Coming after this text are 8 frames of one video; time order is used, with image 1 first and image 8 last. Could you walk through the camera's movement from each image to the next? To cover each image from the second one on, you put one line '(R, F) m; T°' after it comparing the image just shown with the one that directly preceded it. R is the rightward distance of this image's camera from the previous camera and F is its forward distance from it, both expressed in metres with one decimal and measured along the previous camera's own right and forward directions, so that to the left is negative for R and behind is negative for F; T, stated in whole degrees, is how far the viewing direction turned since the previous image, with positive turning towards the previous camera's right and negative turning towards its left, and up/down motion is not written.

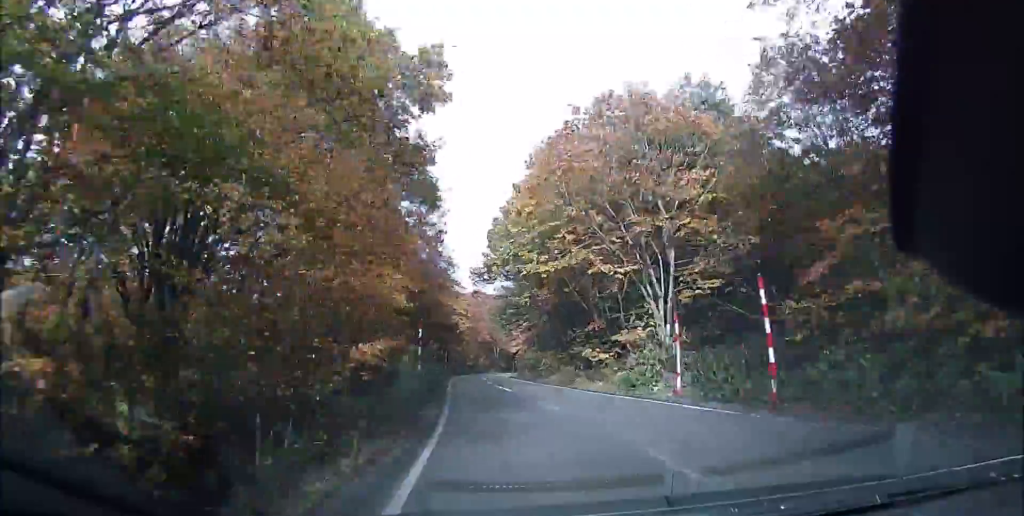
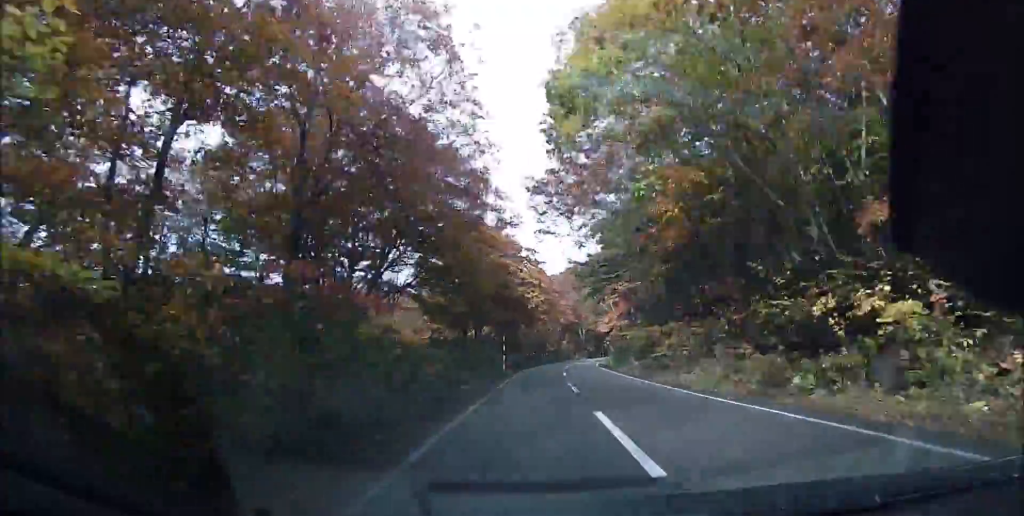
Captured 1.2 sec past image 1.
(-0.7, +16.2) m; -6°
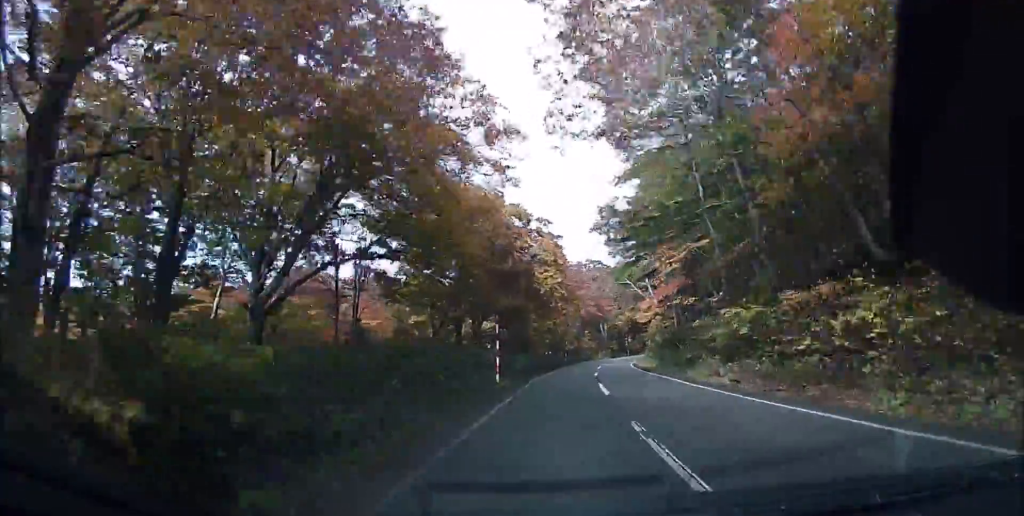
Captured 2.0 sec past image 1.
(-0.8, +10.8) m; -3°
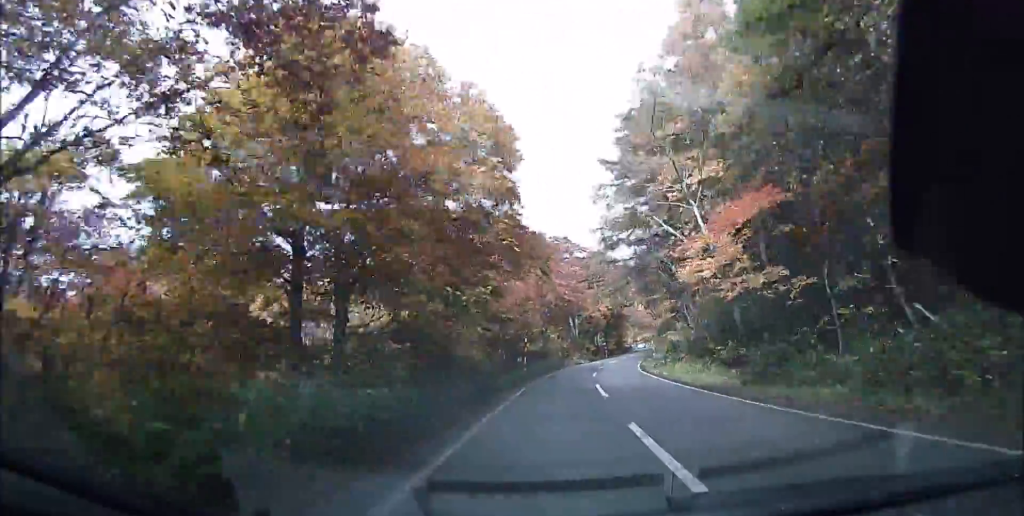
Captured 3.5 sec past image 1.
(-0.9, +20.0) m; -2°
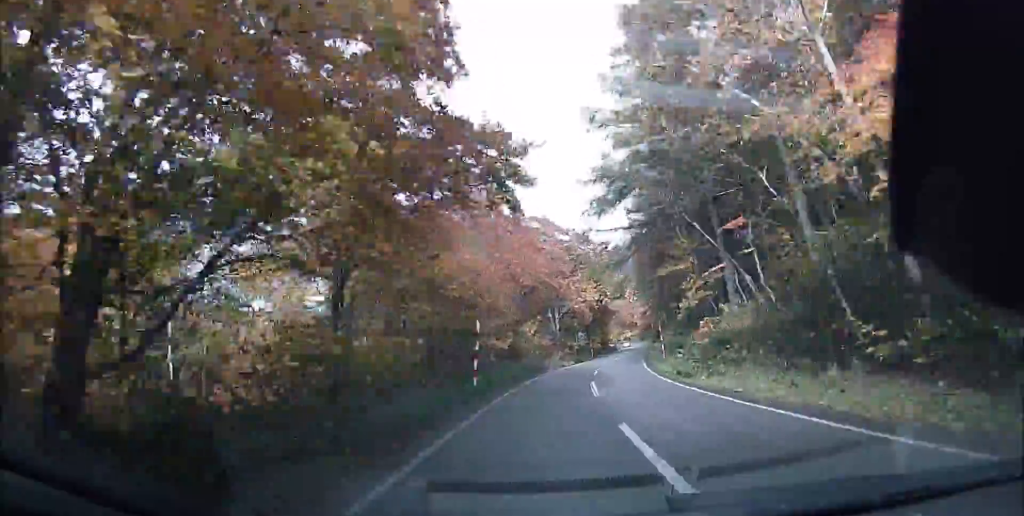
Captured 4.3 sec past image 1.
(-0.2, +10.0) m; +1°
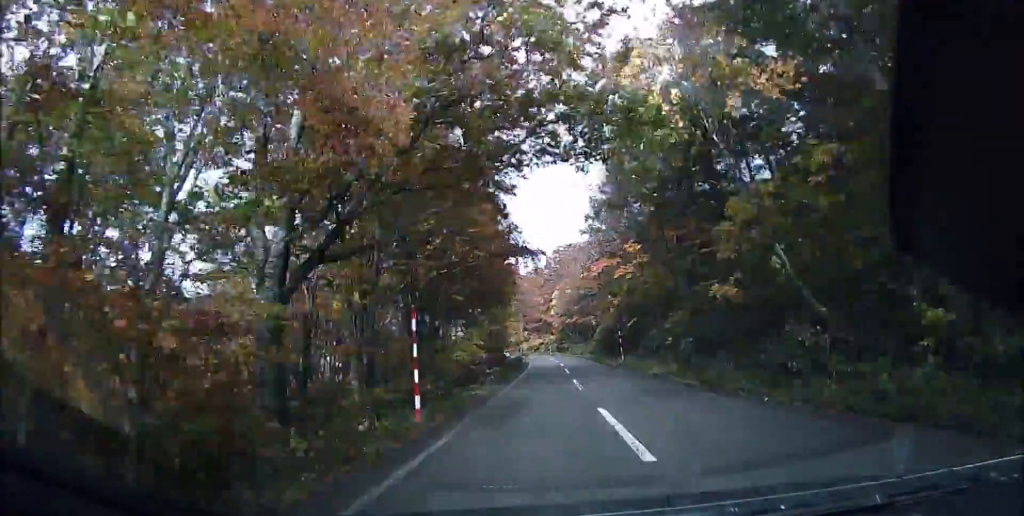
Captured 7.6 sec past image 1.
(+4.7, +47.2) m; +3°
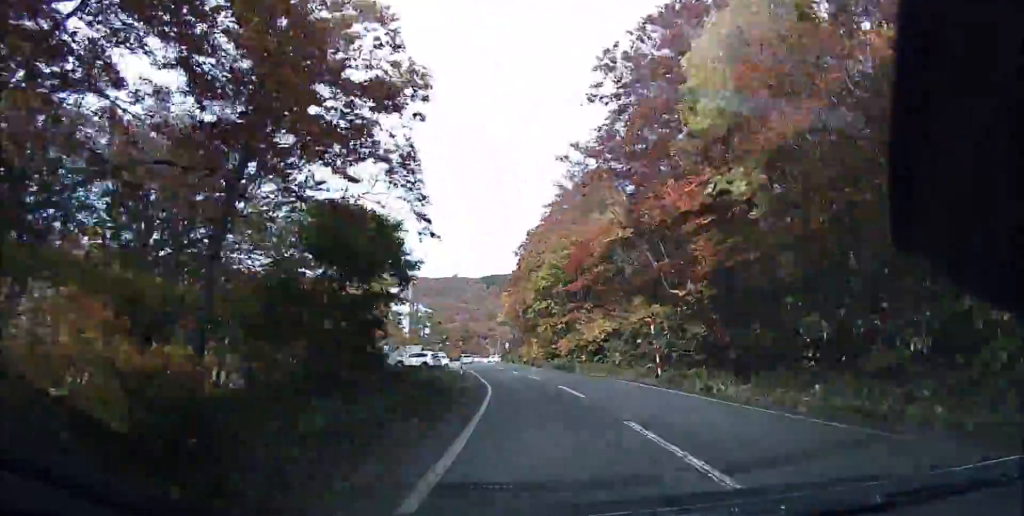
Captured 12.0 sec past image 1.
(+11.8, +58.1) m; +14°
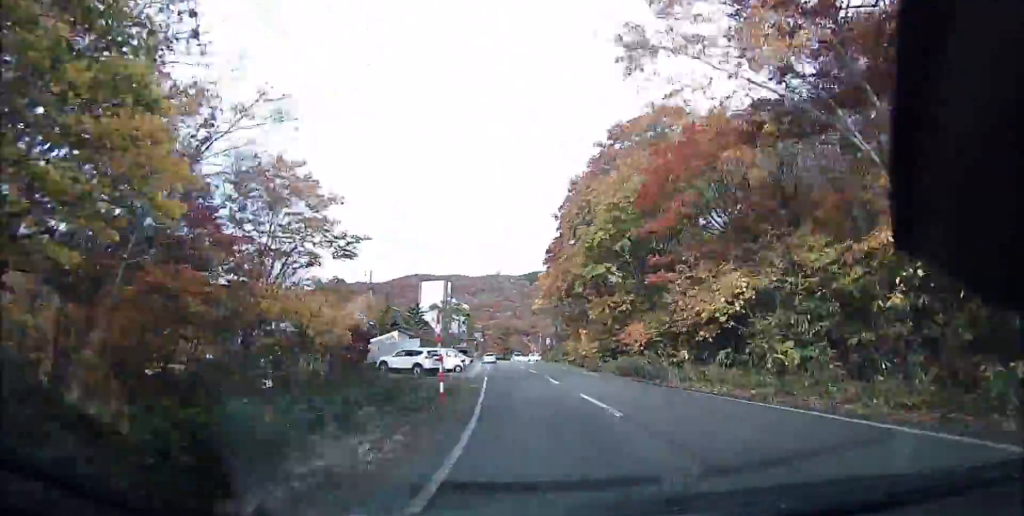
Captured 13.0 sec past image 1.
(-3.0, +15.3) m; -11°
